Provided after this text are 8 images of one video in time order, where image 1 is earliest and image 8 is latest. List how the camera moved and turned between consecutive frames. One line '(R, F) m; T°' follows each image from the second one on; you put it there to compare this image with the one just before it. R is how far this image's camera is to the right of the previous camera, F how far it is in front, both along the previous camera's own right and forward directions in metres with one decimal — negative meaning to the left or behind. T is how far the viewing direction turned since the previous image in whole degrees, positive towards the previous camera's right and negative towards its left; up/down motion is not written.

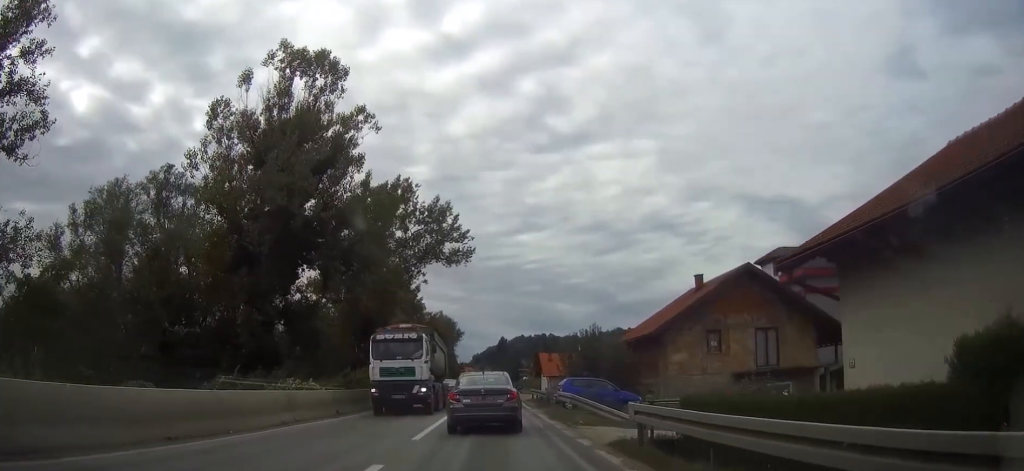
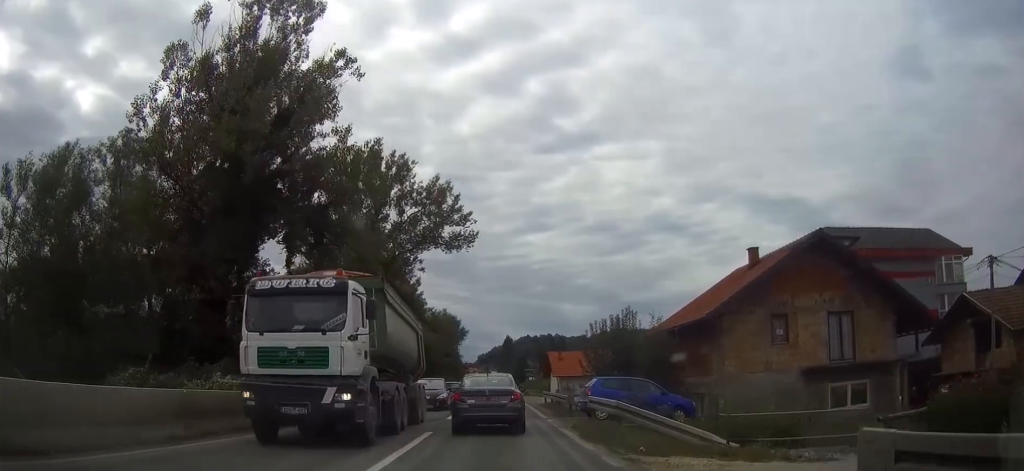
(0.0, +7.5) m; -1°
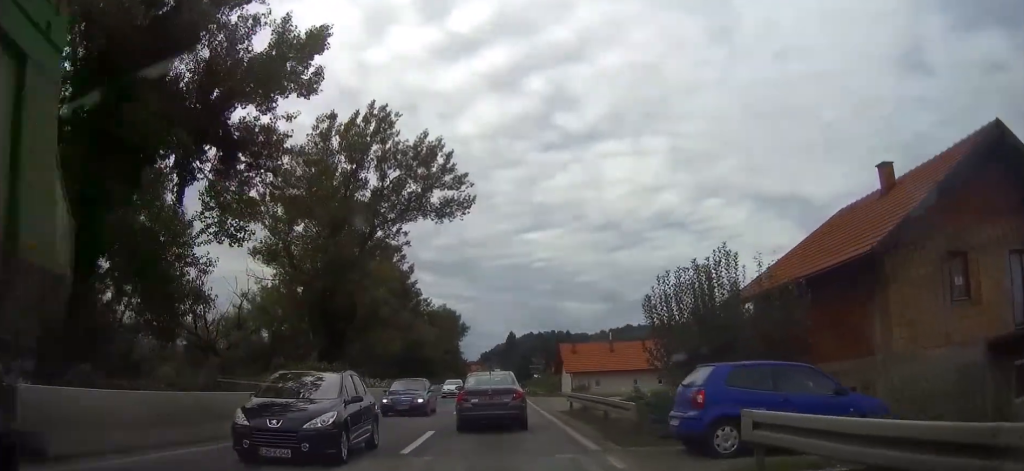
(-0.2, +11.7) m; -1°
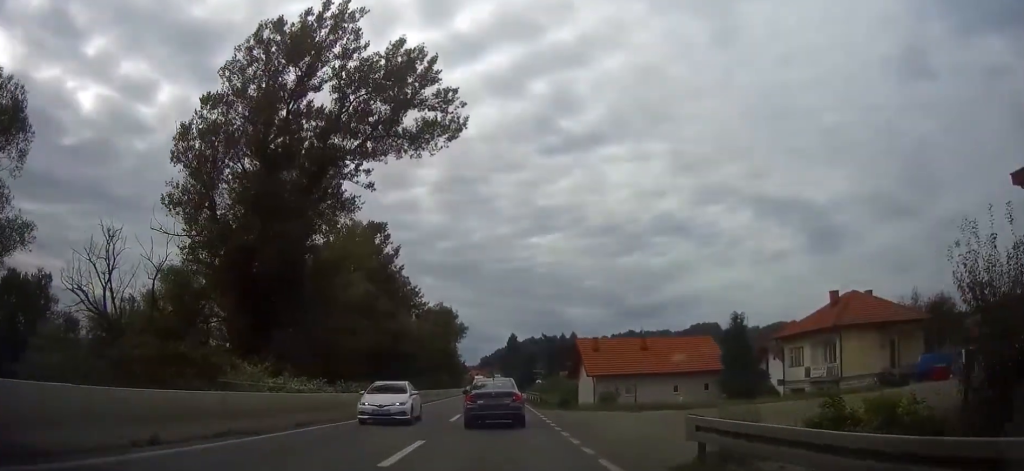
(-0.1, +16.2) m; 0°
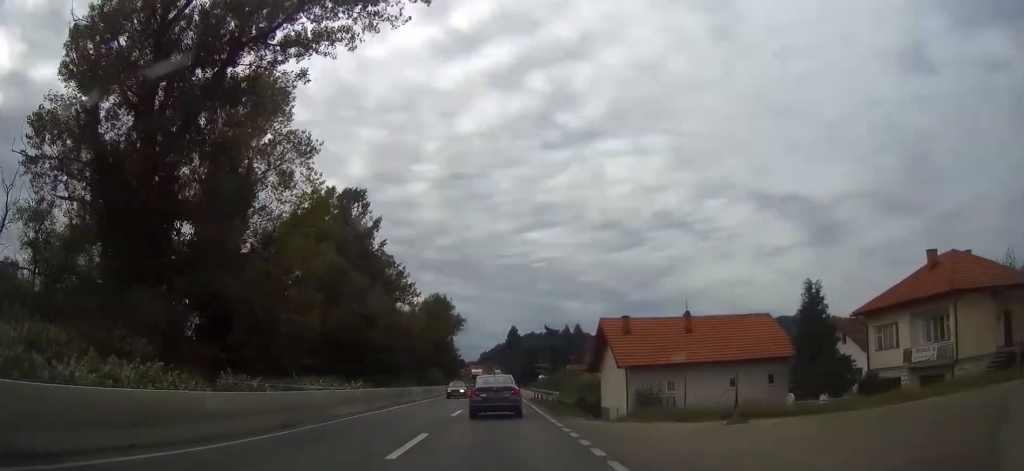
(0.0, +13.6) m; 0°
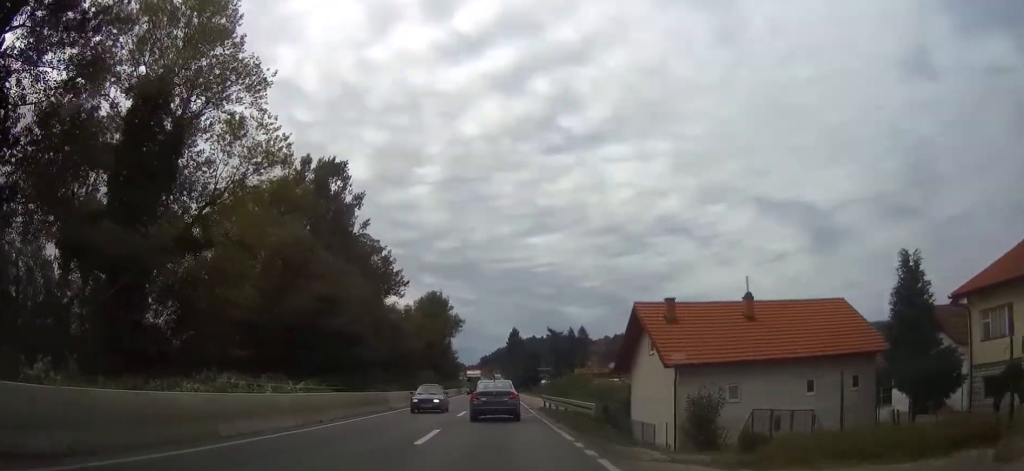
(0.0, +10.7) m; 0°
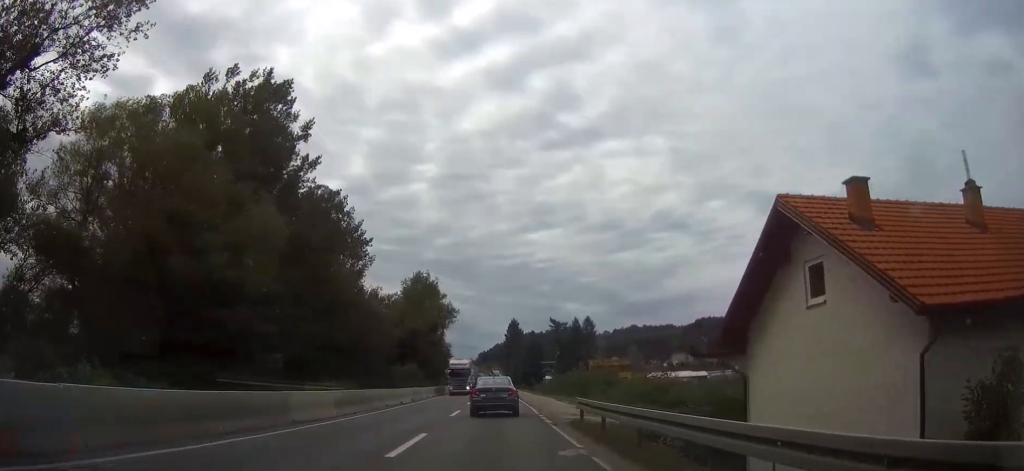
(+0.1, +18.0) m; +1°
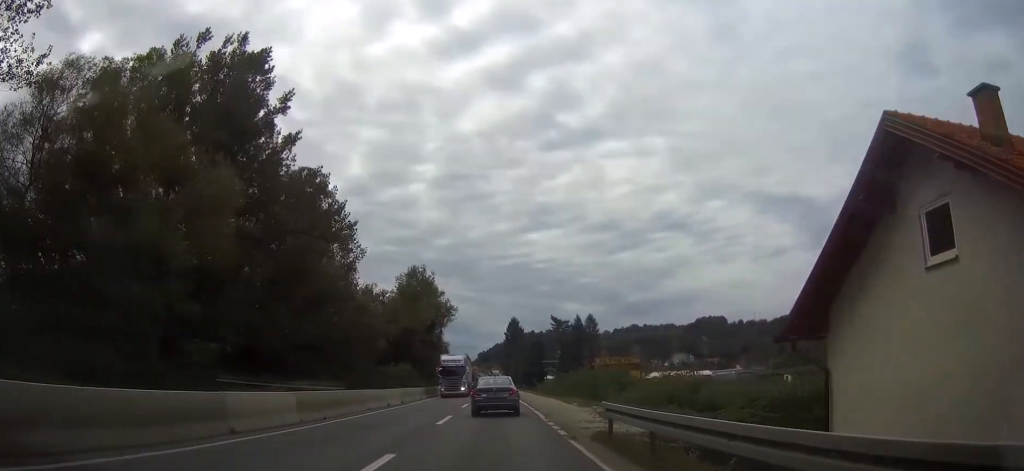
(0.0, +5.1) m; 0°
